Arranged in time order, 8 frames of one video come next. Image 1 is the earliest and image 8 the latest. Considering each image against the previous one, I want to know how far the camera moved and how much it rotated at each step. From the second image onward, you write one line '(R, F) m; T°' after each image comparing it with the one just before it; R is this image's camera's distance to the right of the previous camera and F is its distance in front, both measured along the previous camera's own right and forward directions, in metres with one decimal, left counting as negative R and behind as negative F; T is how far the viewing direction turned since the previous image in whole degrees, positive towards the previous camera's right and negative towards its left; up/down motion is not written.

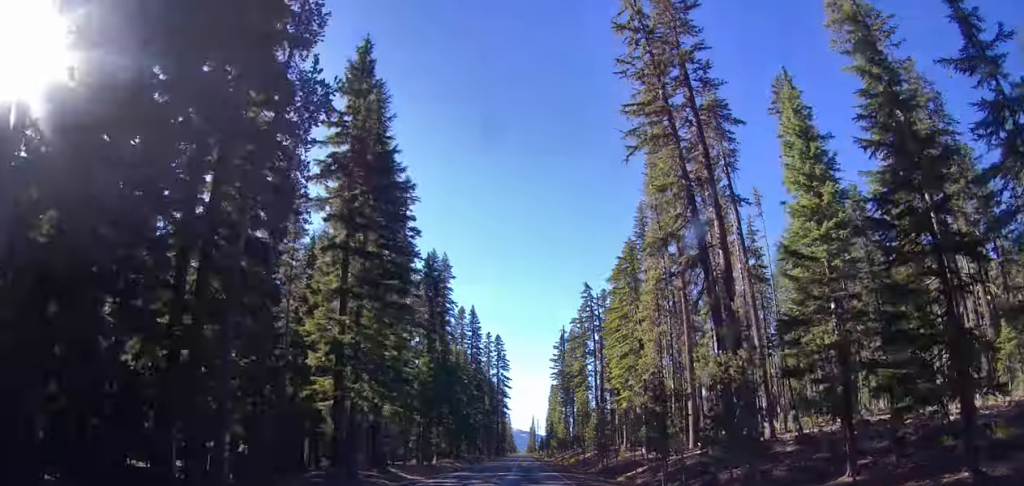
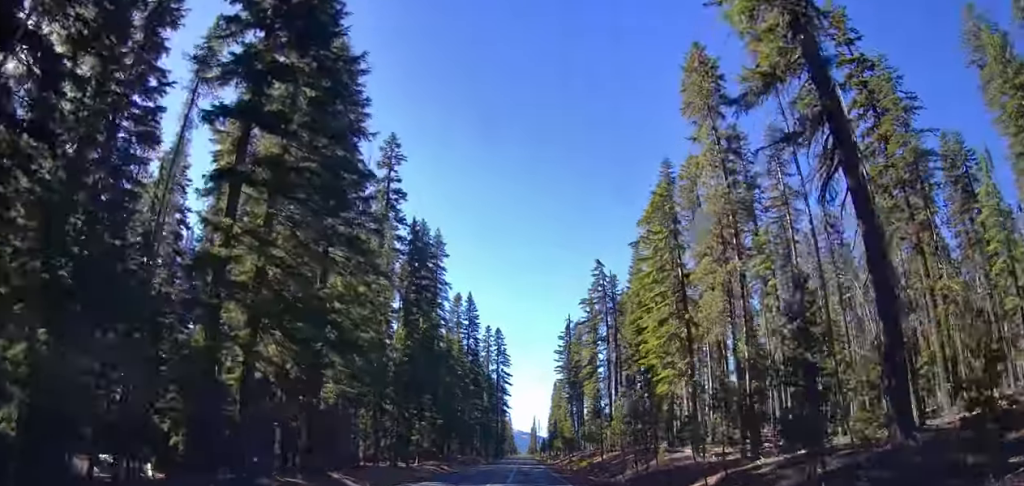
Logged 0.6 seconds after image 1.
(-0.6, +13.0) m; -1°
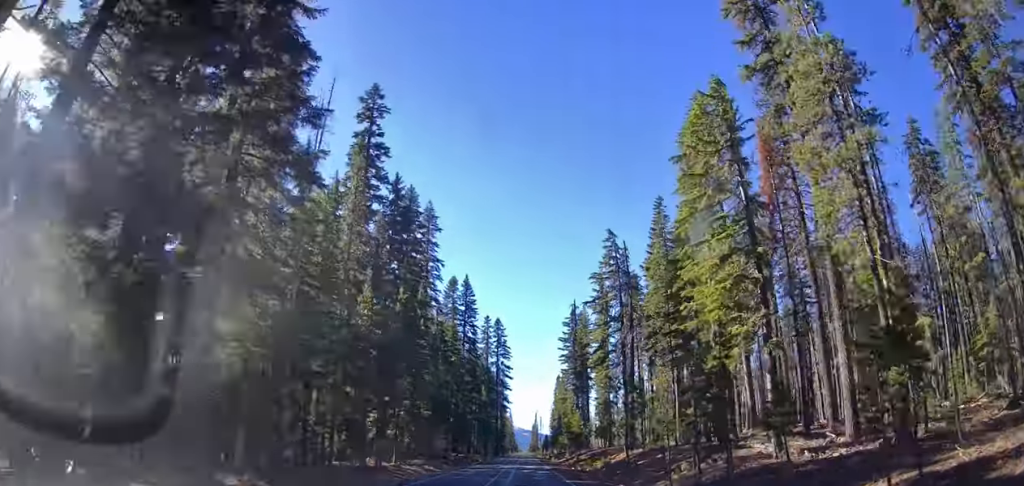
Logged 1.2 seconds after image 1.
(+0.4, +10.9) m; +1°
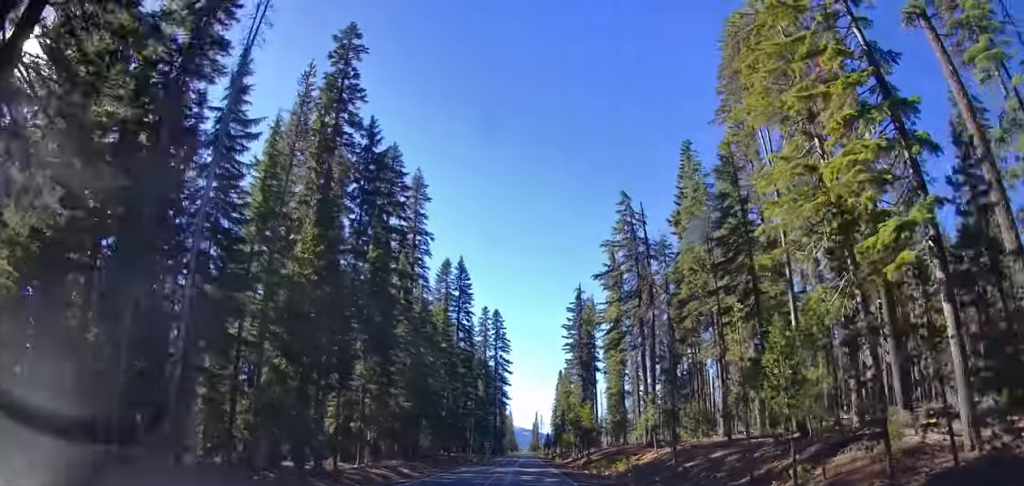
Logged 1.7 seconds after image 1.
(+0.2, +11.0) m; +1°
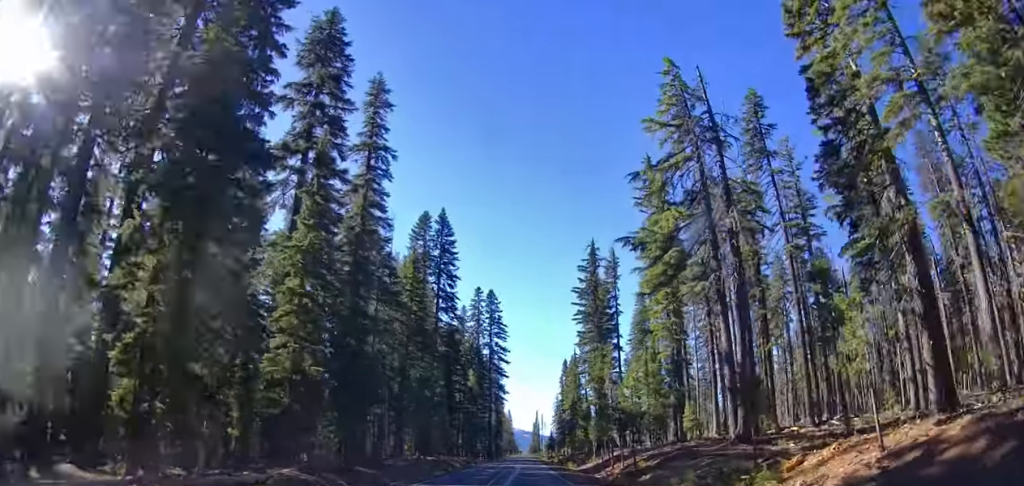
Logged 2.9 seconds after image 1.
(-0.2, +24.3) m; -1°
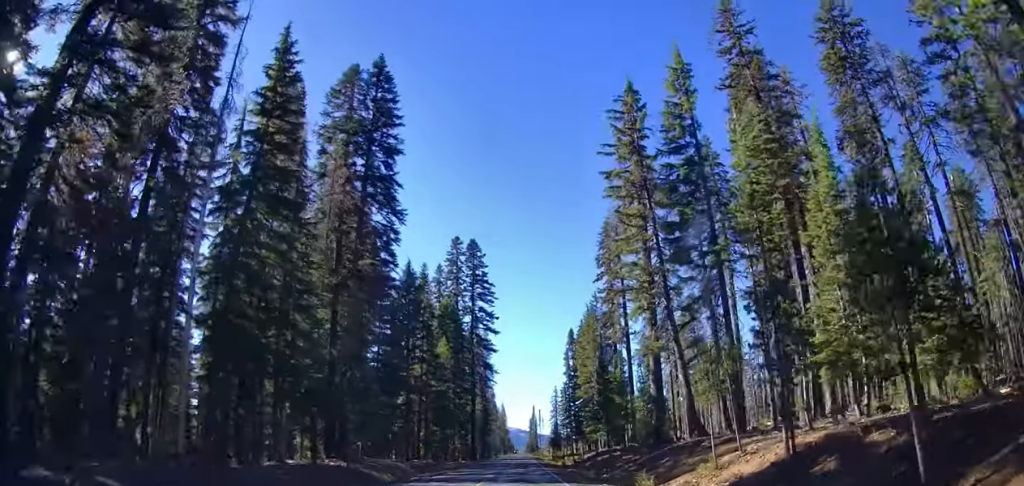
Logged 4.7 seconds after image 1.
(-0.4, +37.8) m; 0°
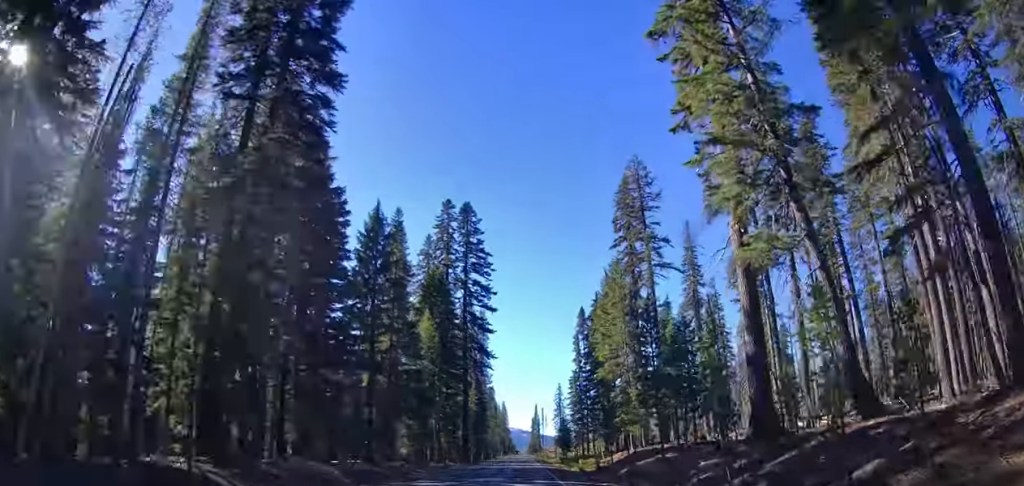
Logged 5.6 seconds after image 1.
(+0.3, +19.0) m; -1°
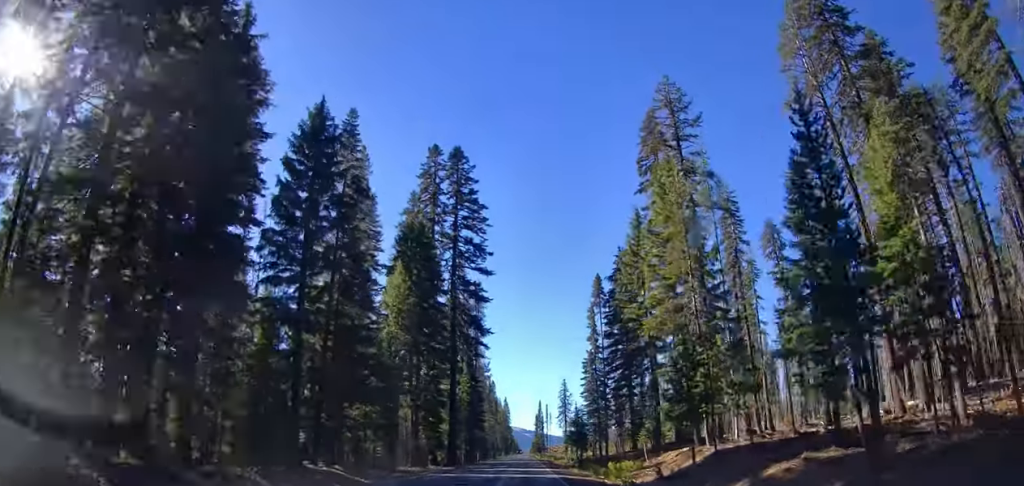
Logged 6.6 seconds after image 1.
(-0.7, +19.5) m; 0°
